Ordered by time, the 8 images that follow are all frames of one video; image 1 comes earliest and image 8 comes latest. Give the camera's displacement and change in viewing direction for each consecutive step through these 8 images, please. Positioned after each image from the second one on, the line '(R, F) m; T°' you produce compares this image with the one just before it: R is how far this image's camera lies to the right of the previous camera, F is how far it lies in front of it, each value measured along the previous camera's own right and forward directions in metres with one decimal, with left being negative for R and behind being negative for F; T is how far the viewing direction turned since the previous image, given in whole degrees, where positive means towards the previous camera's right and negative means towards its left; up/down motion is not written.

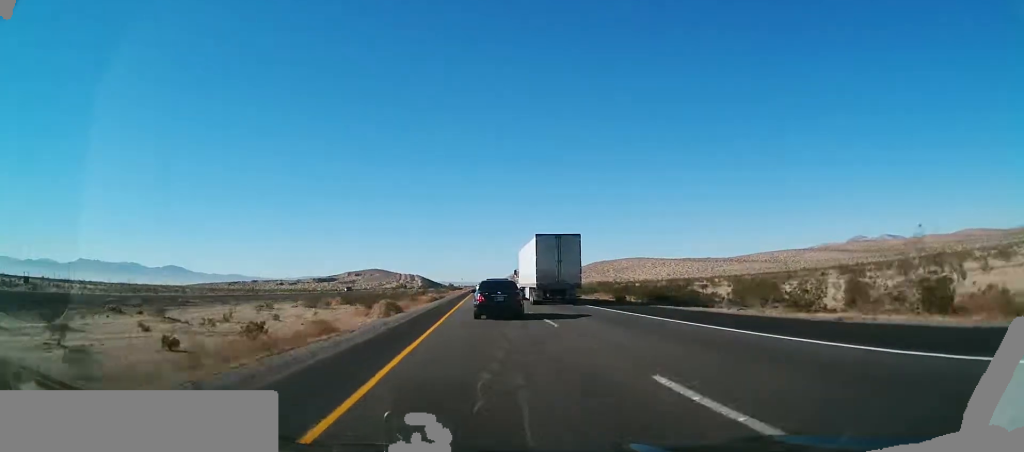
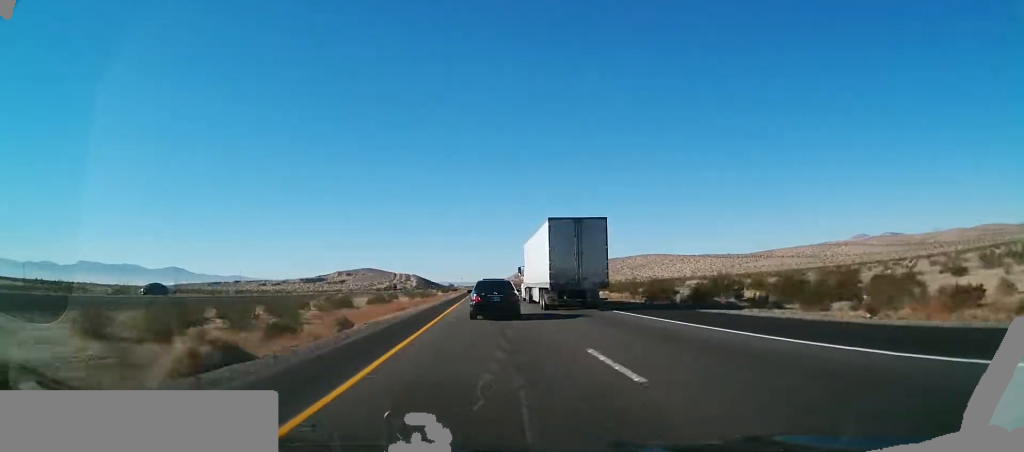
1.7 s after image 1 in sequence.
(+0.3, +53.9) m; +1°
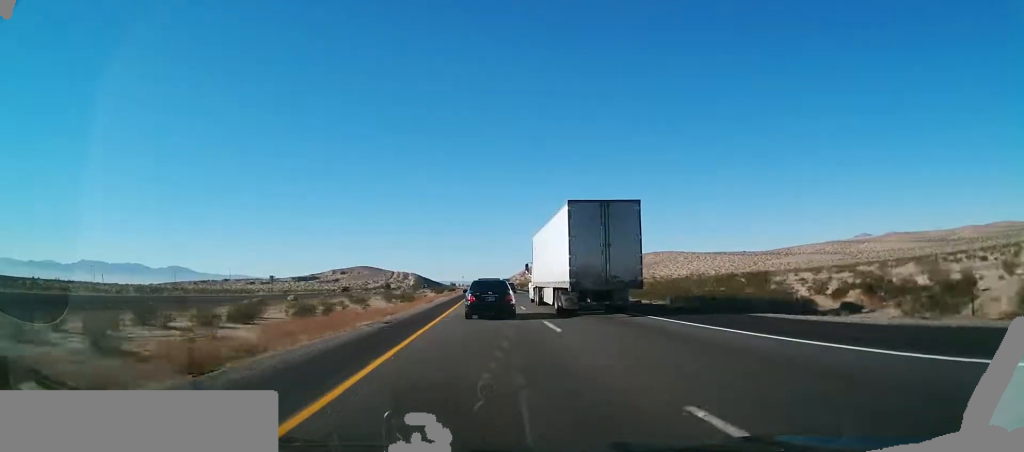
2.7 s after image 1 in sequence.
(+0.4, +34.7) m; 0°
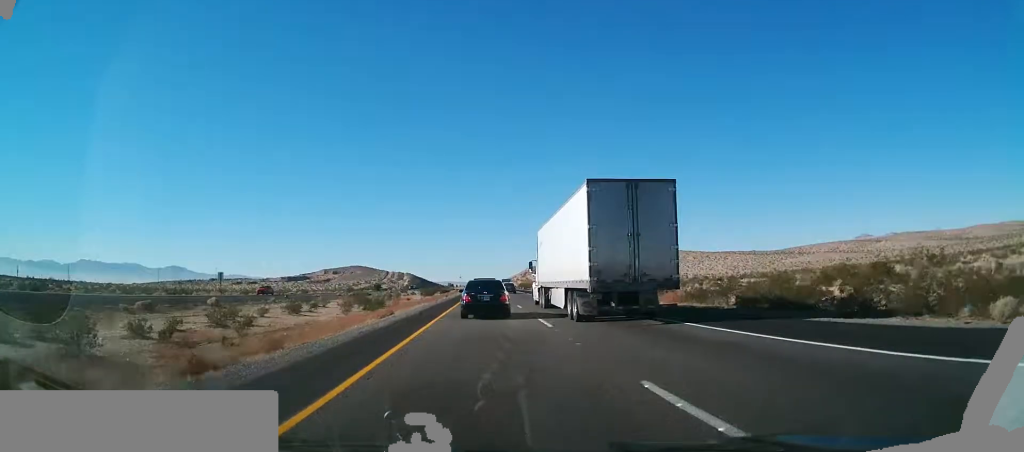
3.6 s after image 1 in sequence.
(-0.2, +27.3) m; 0°
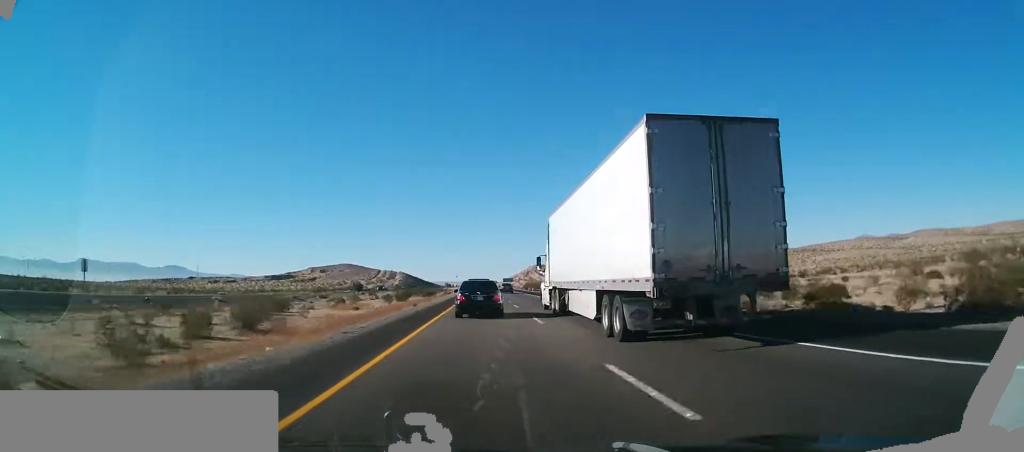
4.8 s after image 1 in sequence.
(+0.2, +41.5) m; 0°
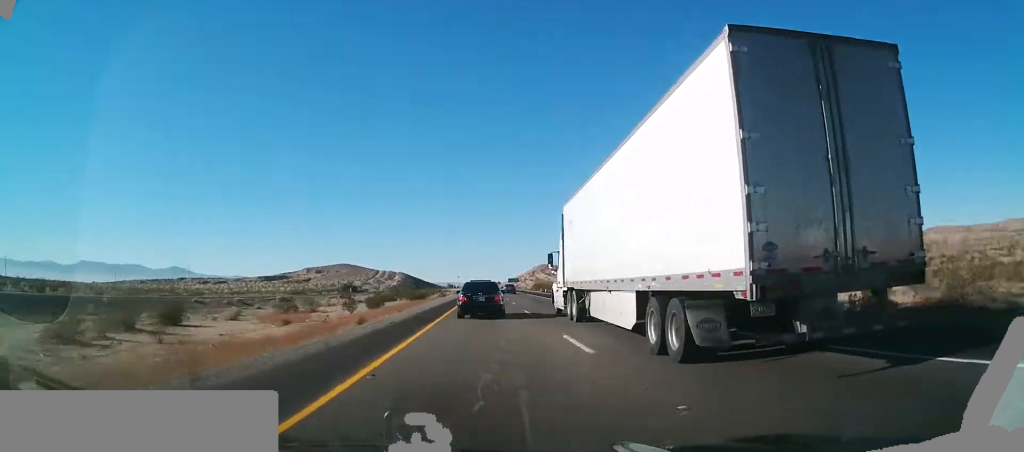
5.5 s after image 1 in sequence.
(-0.2, +23.1) m; -1°
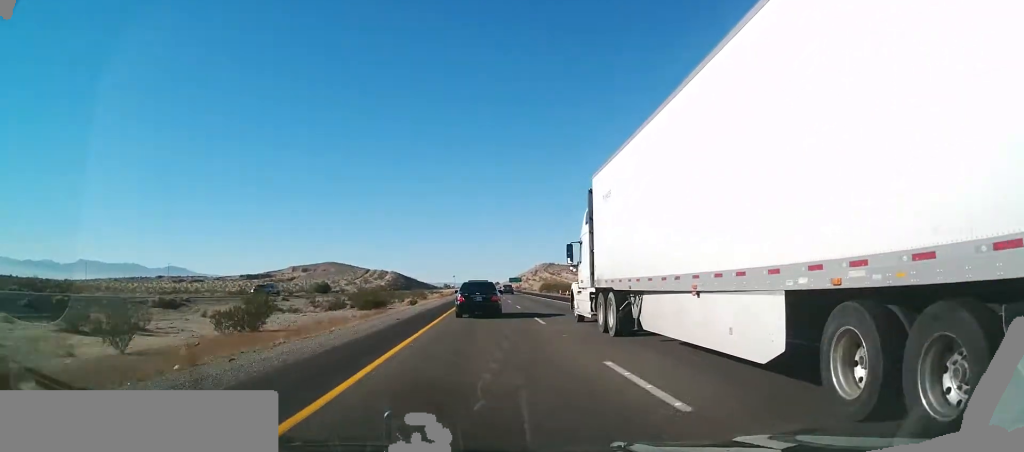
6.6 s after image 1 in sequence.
(-0.5, +34.3) m; -1°
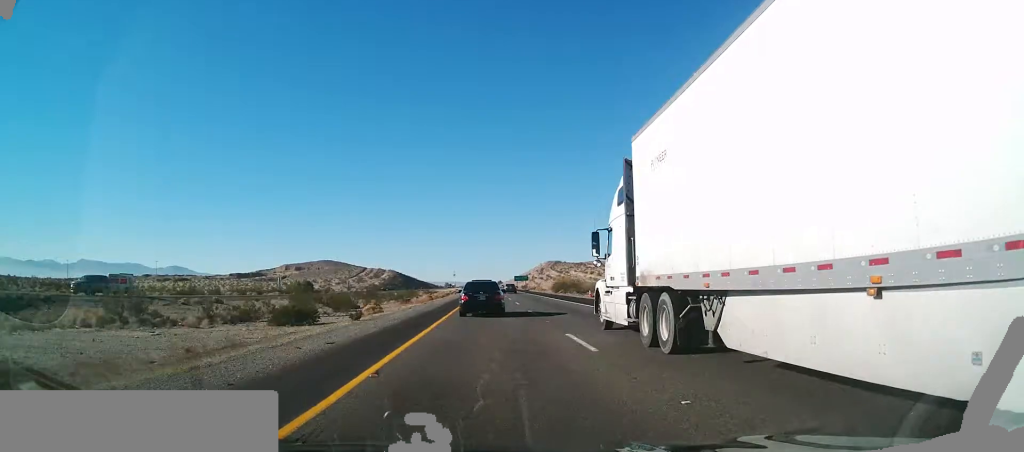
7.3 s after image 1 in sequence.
(0.0, +23.4) m; 0°
